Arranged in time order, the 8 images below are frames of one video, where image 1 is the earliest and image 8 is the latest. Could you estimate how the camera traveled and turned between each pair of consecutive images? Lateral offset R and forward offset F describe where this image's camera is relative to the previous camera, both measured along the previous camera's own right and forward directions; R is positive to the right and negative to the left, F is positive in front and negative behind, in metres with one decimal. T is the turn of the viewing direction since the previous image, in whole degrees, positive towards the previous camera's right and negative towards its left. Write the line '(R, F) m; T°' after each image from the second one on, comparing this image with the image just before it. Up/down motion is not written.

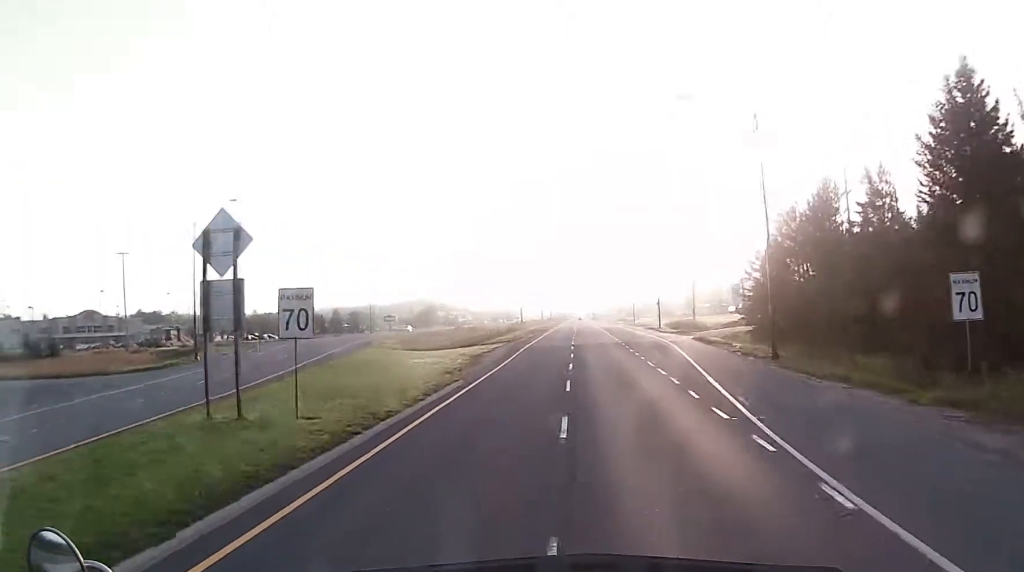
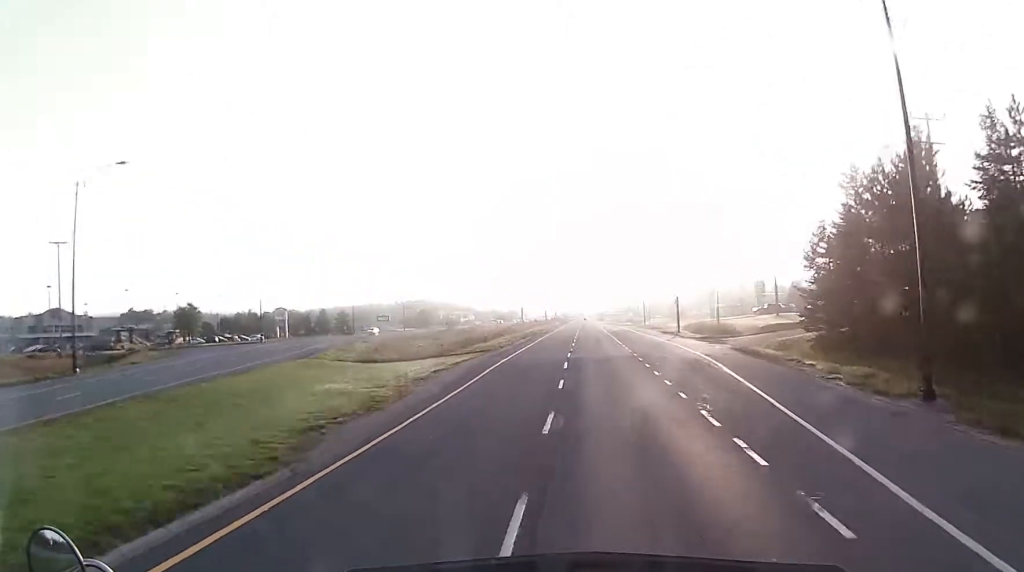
(+0.1, +17.0) m; +1°
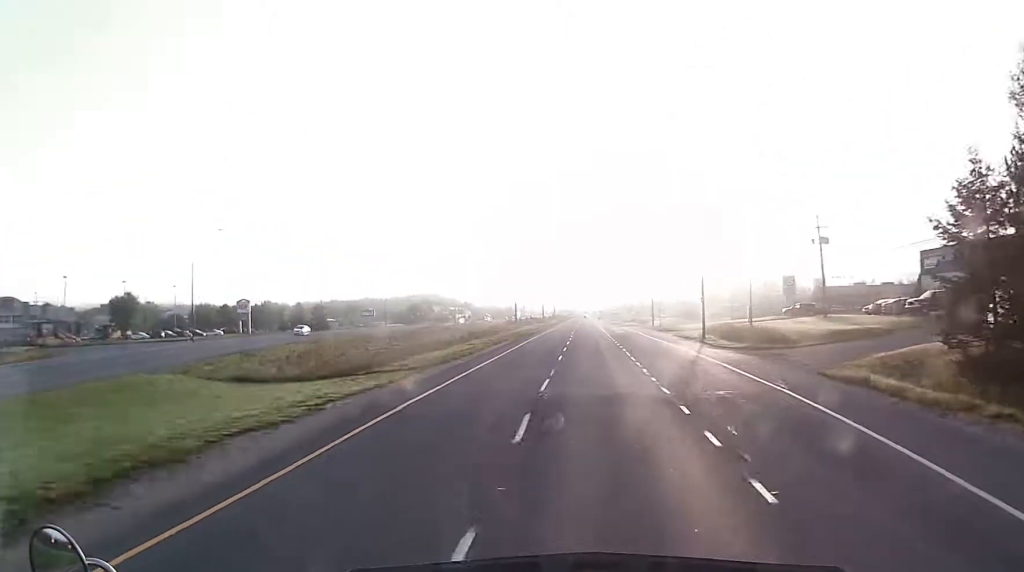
(0.0, +19.6) m; -1°
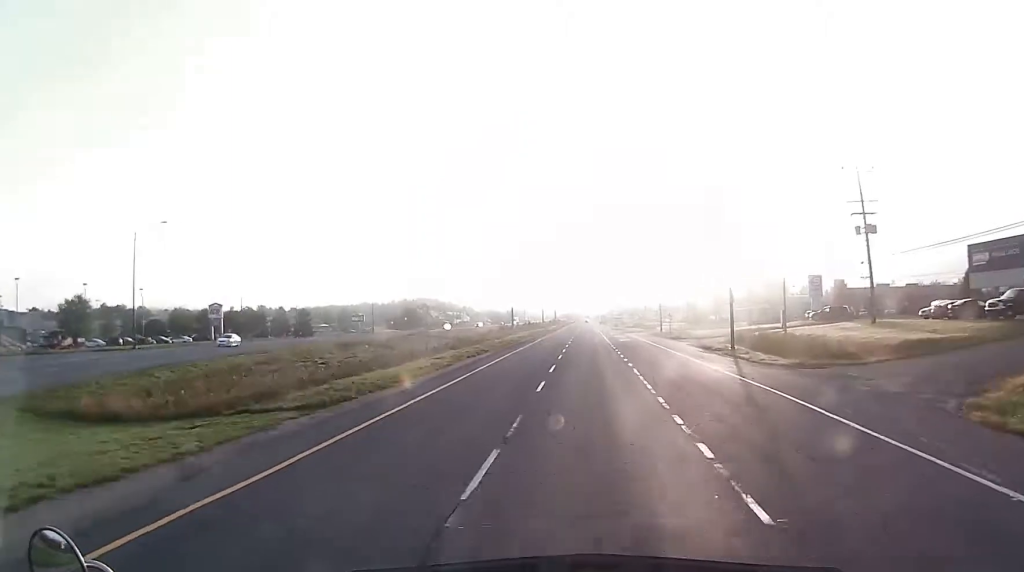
(-0.2, +12.9) m; -1°
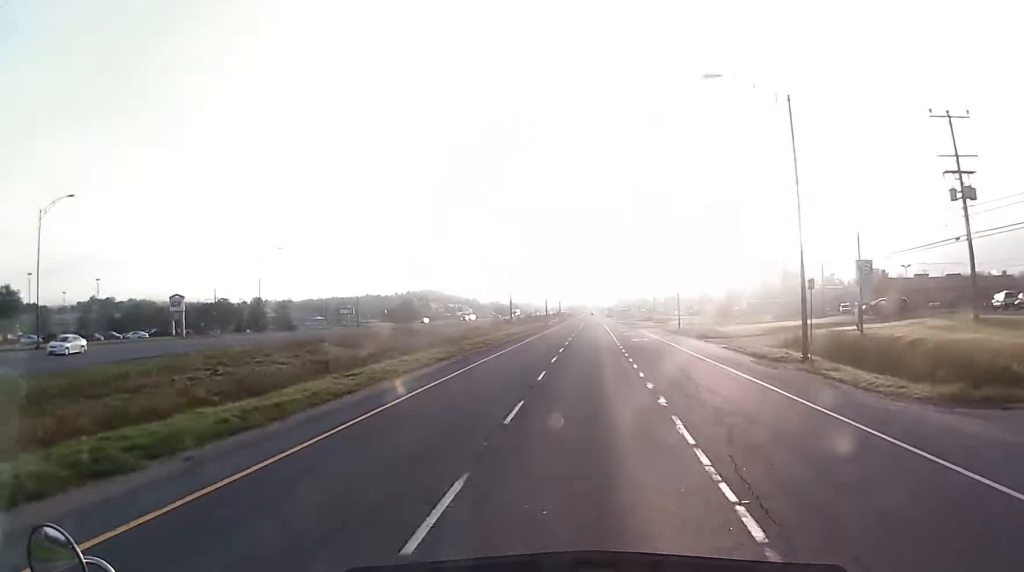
(-0.1, +16.5) m; -1°
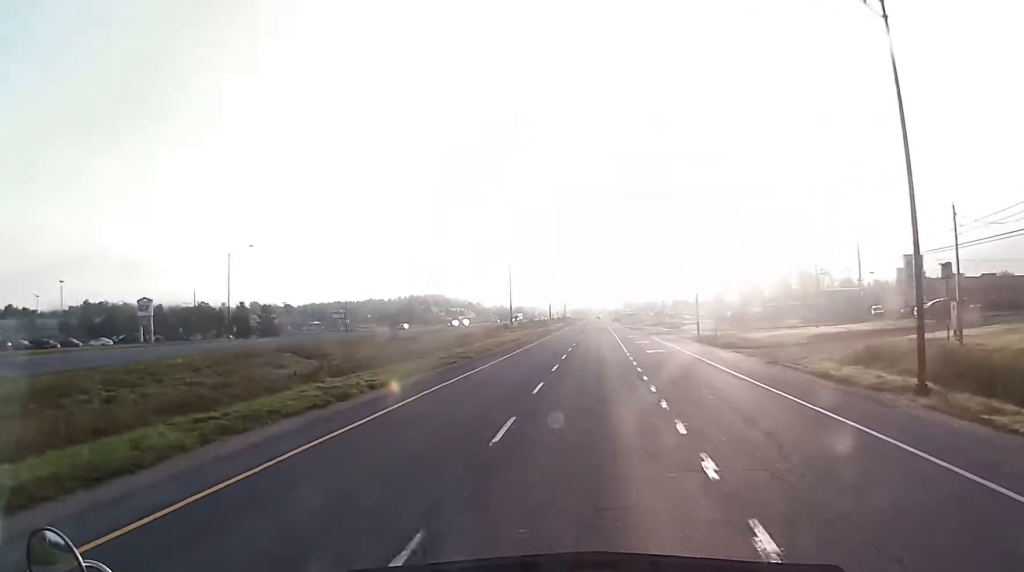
(-0.1, +12.0) m; 0°
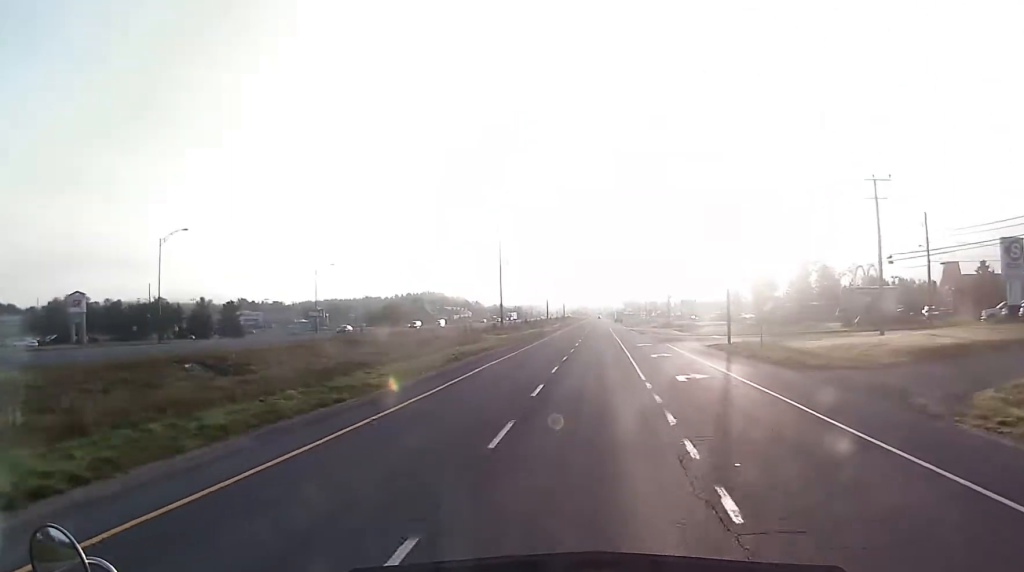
(0.0, +18.1) m; +1°
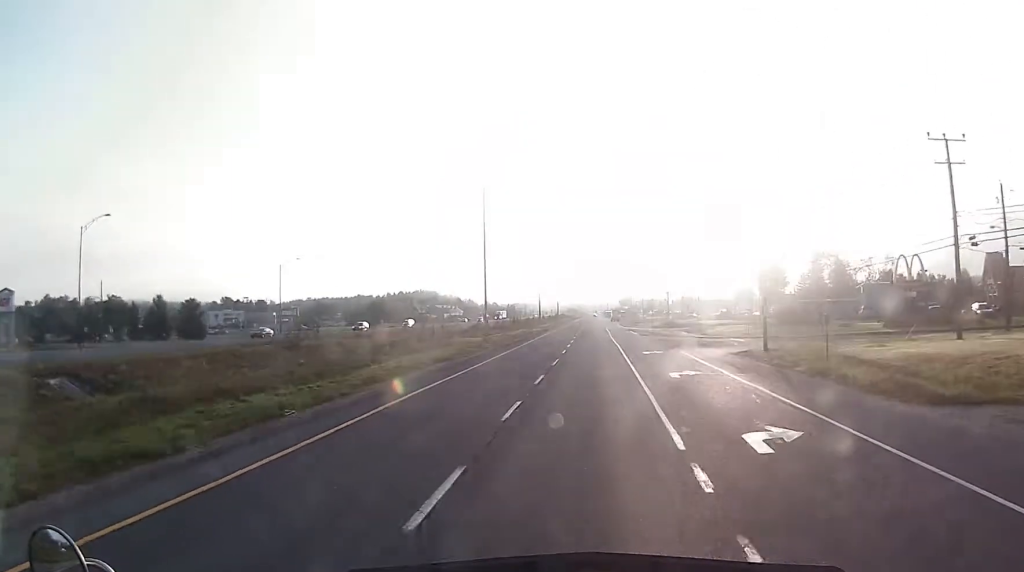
(+0.2, +14.6) m; +1°
